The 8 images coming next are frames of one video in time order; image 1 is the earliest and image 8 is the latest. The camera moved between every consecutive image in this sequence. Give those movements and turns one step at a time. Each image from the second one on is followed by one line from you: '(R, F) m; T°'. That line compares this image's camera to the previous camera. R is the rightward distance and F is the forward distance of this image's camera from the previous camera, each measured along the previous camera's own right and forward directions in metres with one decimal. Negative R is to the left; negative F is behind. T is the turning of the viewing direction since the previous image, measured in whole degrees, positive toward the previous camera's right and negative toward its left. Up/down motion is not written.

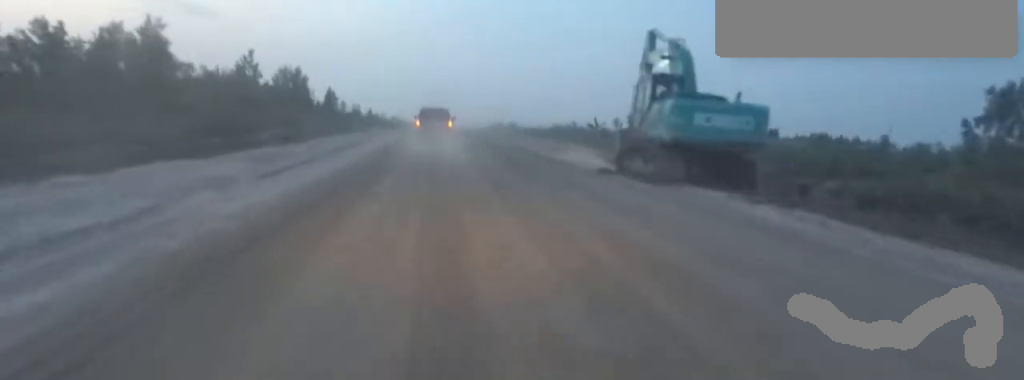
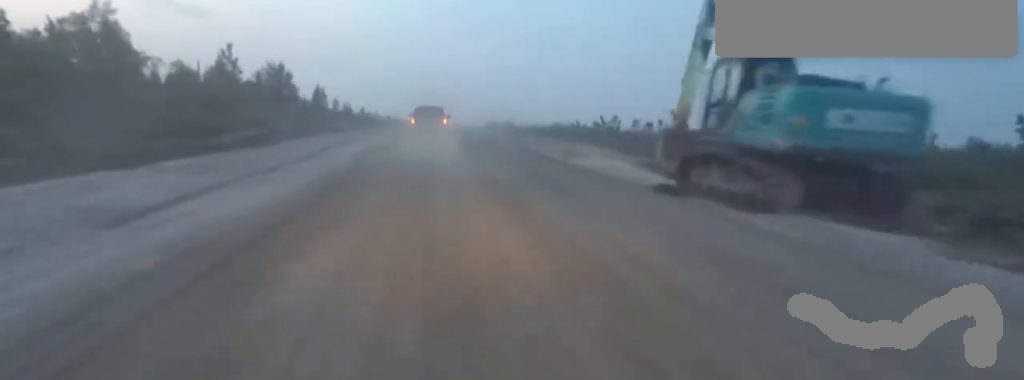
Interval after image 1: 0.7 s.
(+0.2, +6.7) m; +2°
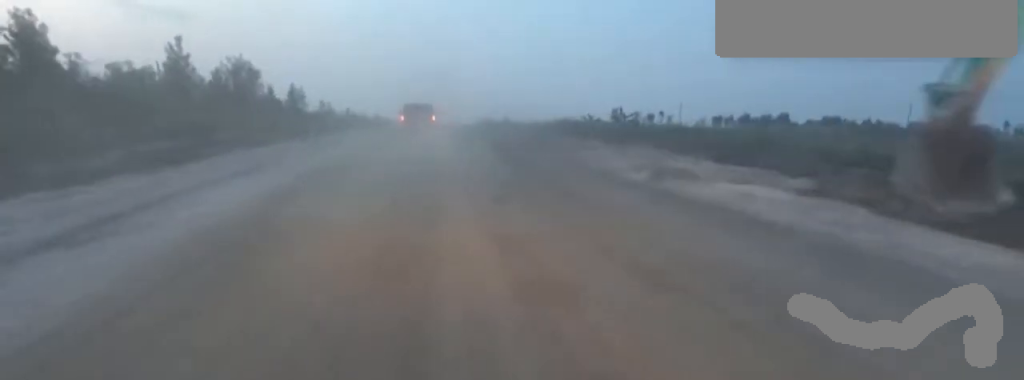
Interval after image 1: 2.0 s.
(-0.3, +14.1) m; -4°
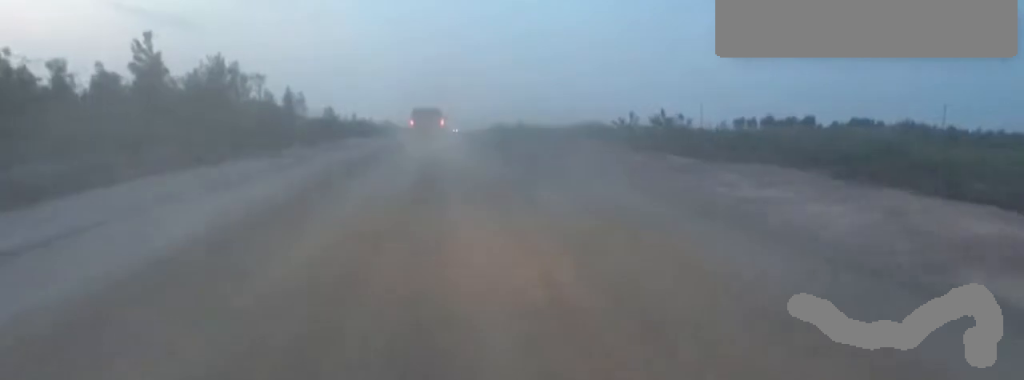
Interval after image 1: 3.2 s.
(-0.4, +13.0) m; +1°
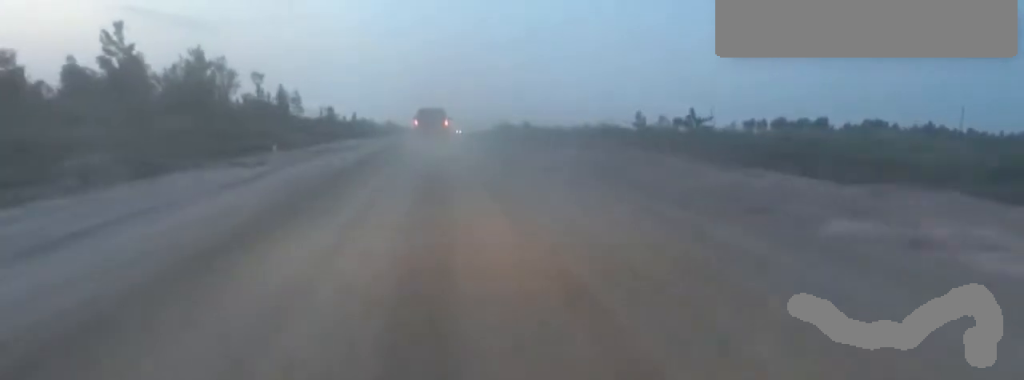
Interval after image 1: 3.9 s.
(+0.3, +8.5) m; -3°
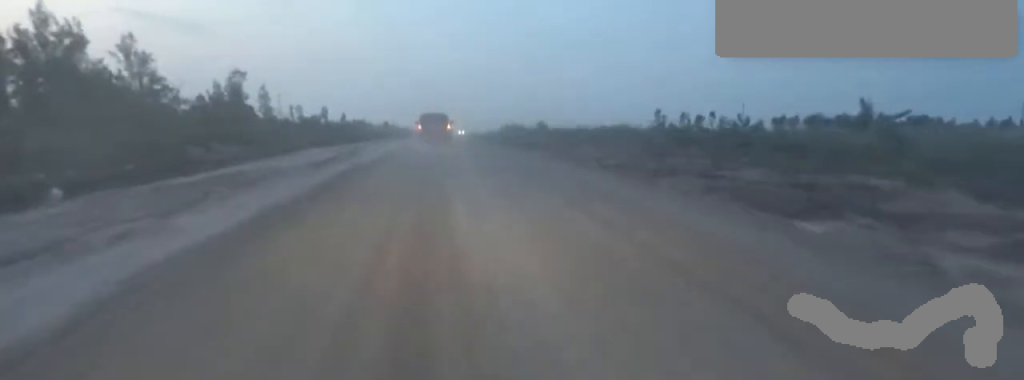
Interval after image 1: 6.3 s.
(-0.6, +14.3) m; +5°
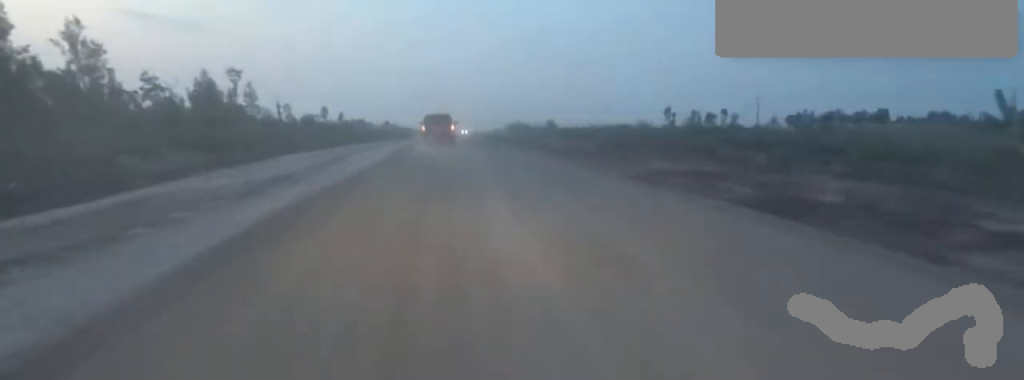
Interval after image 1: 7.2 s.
(+0.2, +9.9) m; +1°
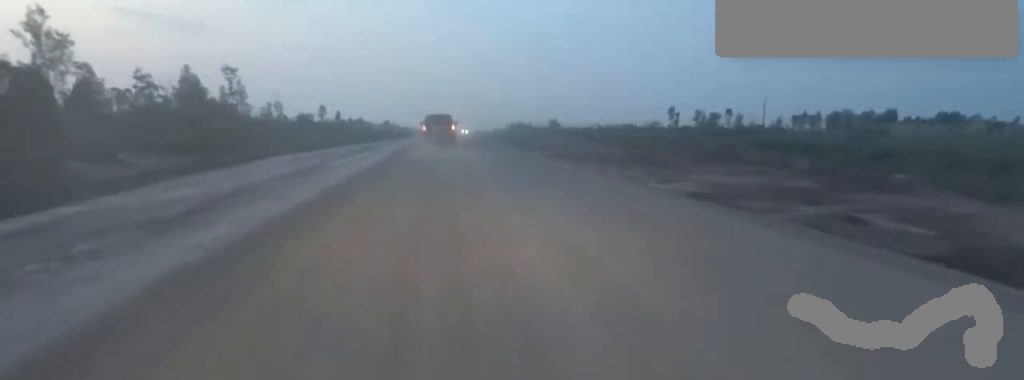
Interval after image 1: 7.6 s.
(0.0, +4.4) m; -3°
